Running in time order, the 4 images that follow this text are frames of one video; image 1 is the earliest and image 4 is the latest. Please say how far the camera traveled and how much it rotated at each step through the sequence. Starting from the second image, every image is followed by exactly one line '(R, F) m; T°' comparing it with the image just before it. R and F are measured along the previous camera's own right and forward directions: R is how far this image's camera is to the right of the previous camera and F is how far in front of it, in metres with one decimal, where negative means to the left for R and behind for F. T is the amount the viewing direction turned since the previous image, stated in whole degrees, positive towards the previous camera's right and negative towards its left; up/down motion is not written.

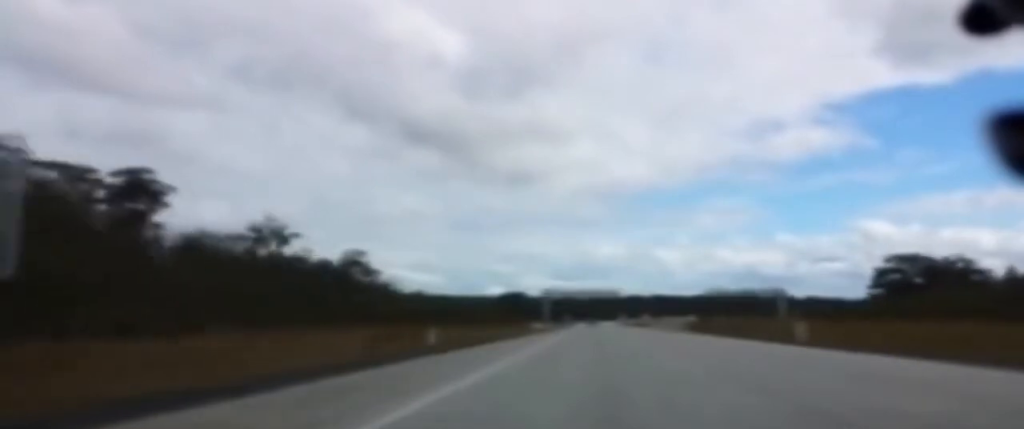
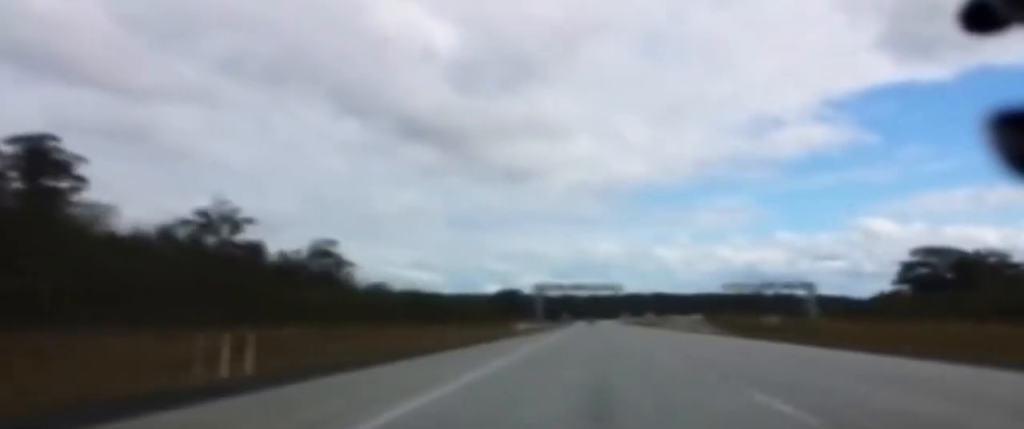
(0.0, +19.4) m; 0°
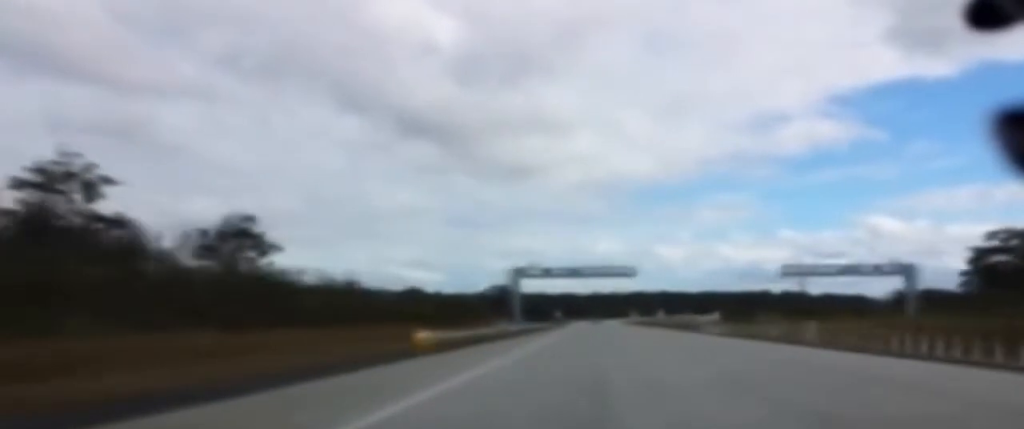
(+0.2, +41.7) m; 0°
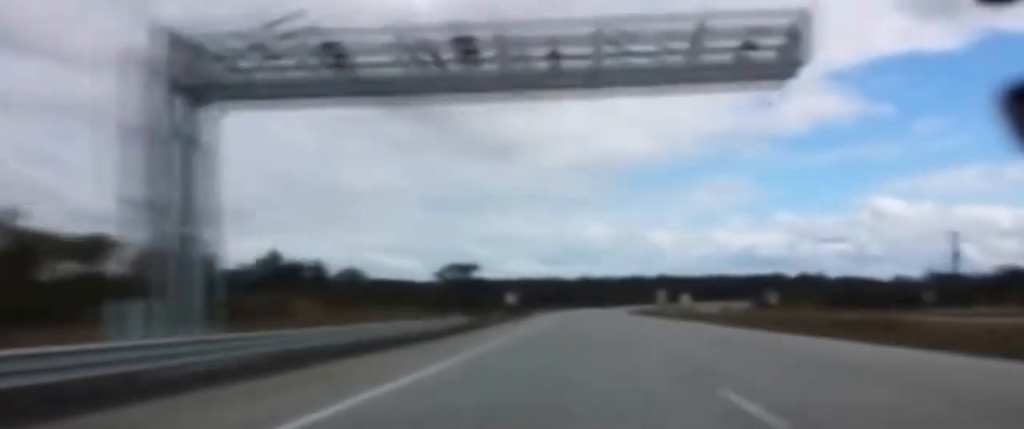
(+0.3, +78.0) m; +1°
